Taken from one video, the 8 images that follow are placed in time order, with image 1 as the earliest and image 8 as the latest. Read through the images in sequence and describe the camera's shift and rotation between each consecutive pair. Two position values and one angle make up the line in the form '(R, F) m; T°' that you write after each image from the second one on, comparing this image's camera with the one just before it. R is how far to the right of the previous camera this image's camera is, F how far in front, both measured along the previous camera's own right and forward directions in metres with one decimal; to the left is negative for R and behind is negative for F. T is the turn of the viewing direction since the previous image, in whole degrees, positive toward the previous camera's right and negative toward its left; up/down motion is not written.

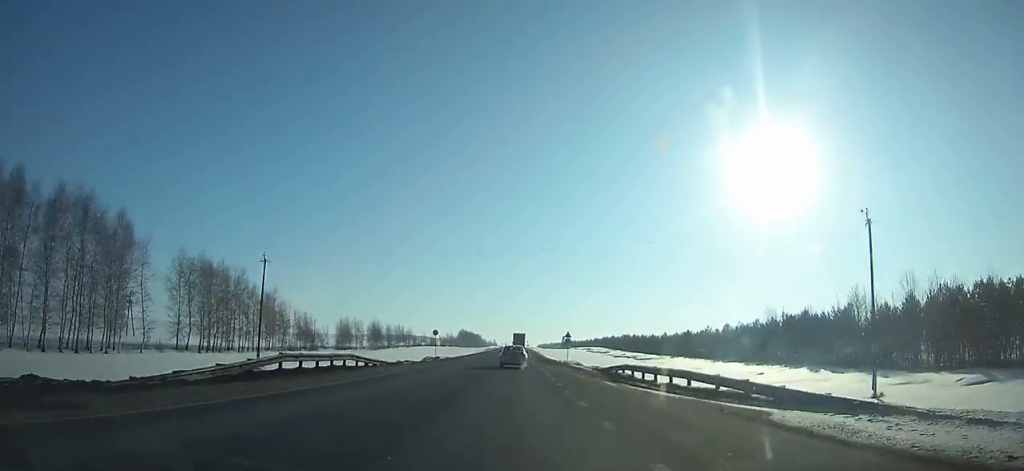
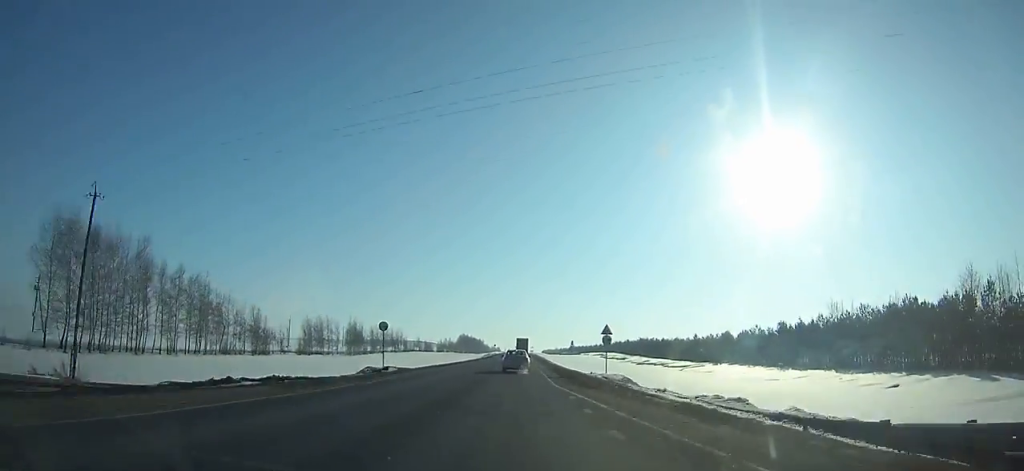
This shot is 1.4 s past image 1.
(0.0, +28.8) m; 0°
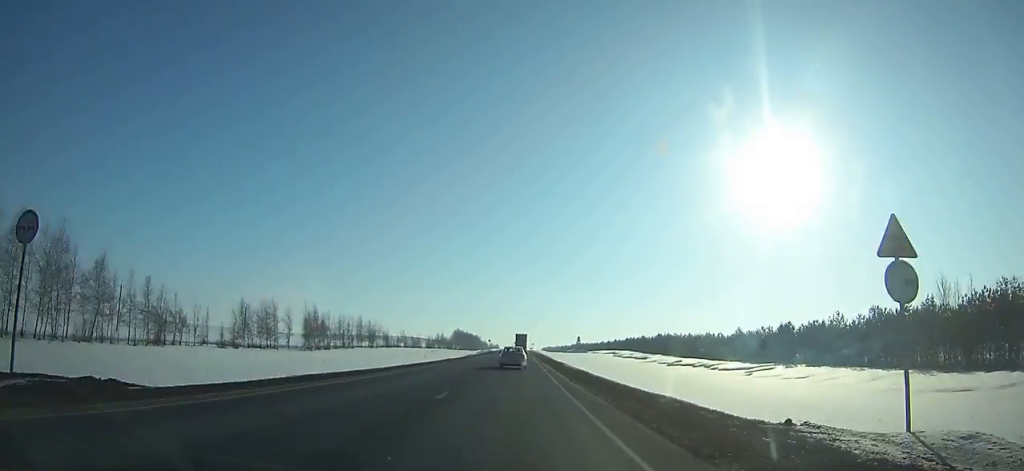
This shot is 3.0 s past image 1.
(0.0, +33.0) m; 0°
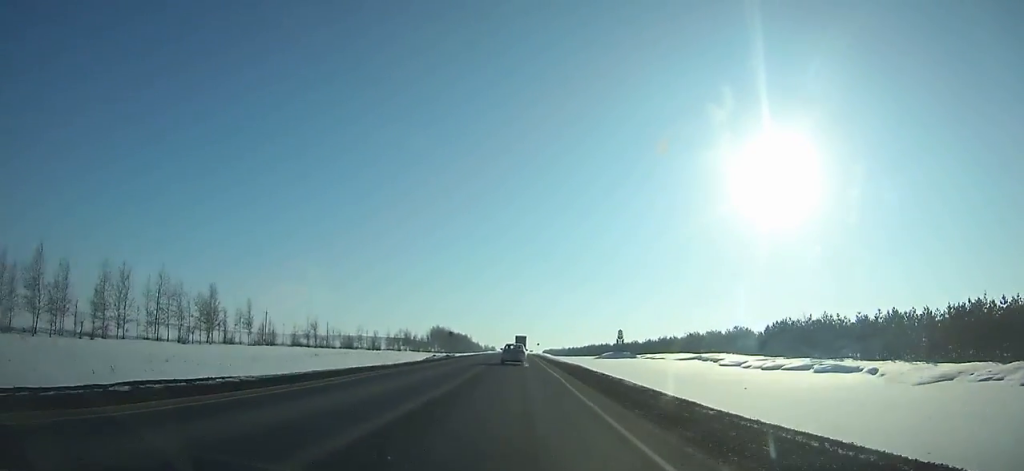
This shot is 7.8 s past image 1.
(-0.3, +99.7) m; 0°
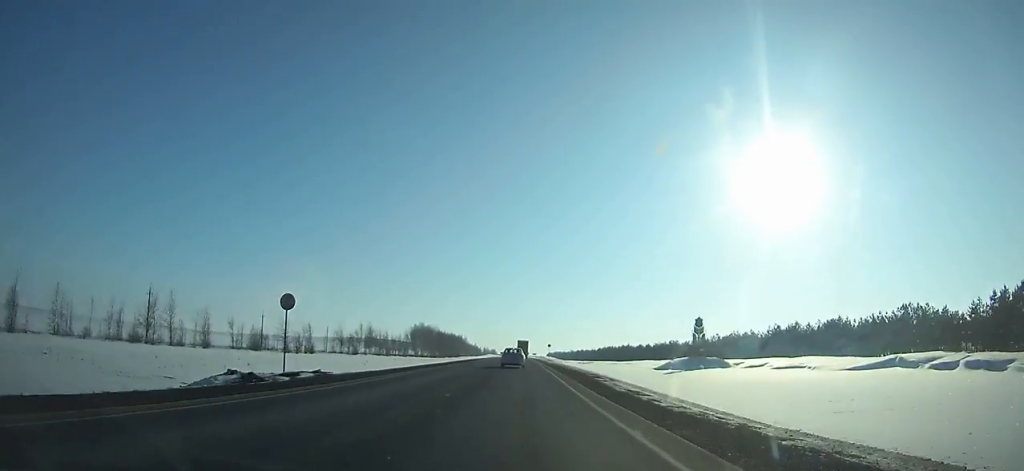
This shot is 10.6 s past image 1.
(-0.1, +58.9) m; 0°
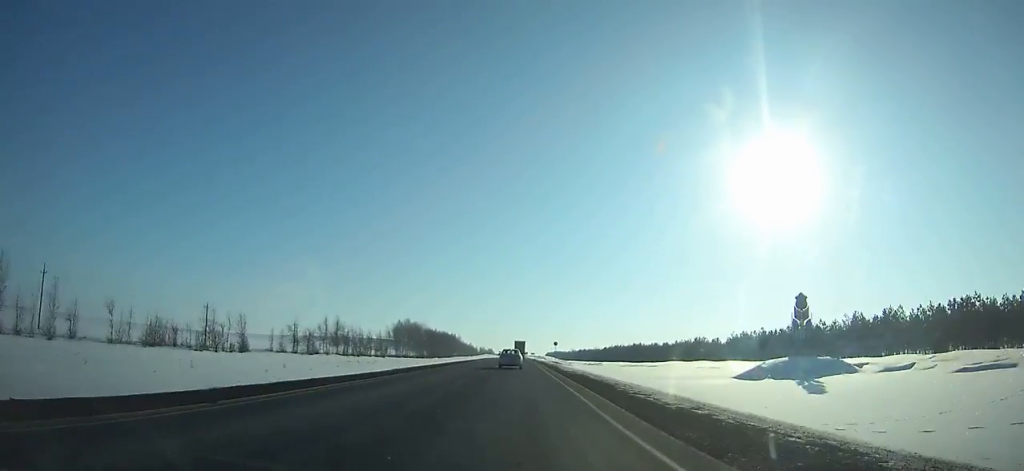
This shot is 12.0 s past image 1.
(+0.1, +29.7) m; 0°
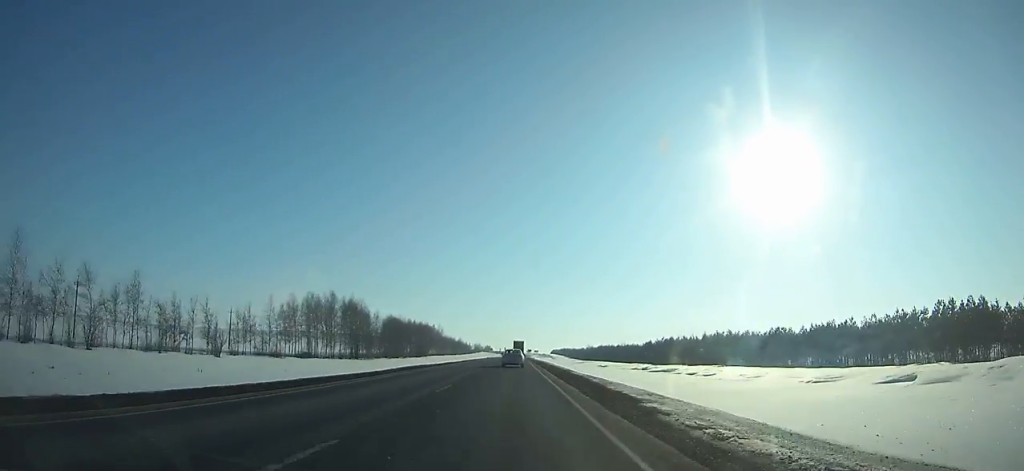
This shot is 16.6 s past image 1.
(0.0, +98.1) m; 0°
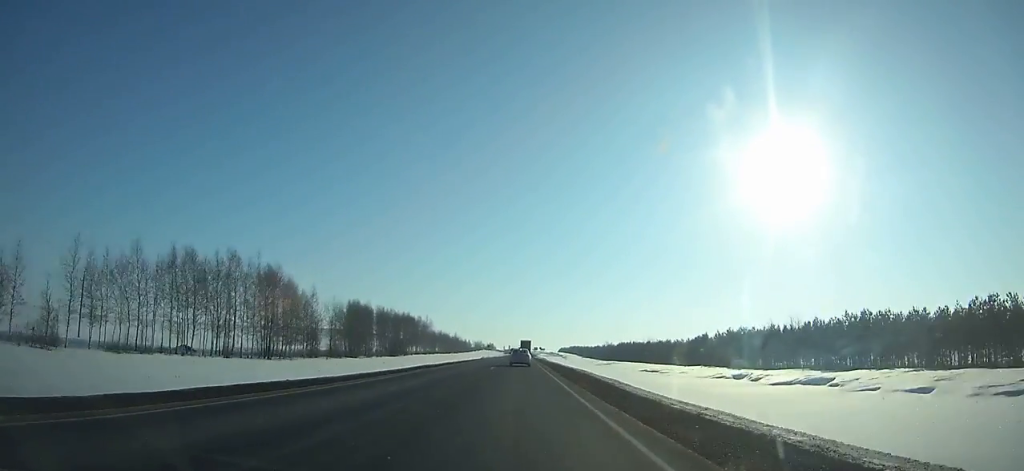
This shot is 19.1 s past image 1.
(-0.3, +53.8) m; 0°
